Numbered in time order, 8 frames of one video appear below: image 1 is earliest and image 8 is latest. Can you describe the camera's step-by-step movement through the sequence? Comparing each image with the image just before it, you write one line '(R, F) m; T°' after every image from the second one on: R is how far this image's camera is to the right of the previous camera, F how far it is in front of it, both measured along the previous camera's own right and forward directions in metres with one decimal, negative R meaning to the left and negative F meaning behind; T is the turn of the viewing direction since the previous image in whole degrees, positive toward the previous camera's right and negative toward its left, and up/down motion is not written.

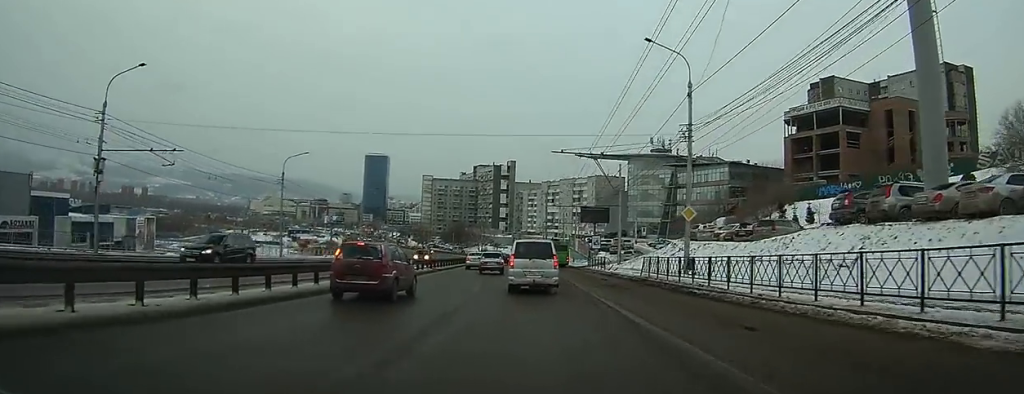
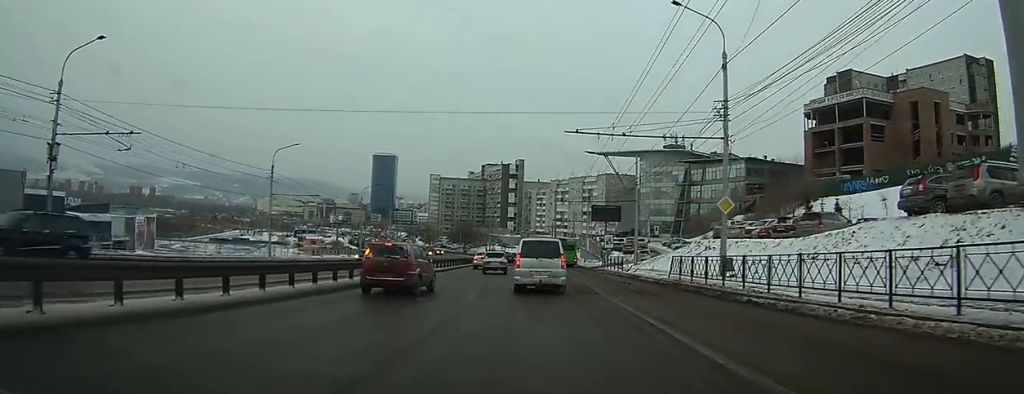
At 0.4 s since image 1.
(-0.1, +5.4) m; -1°
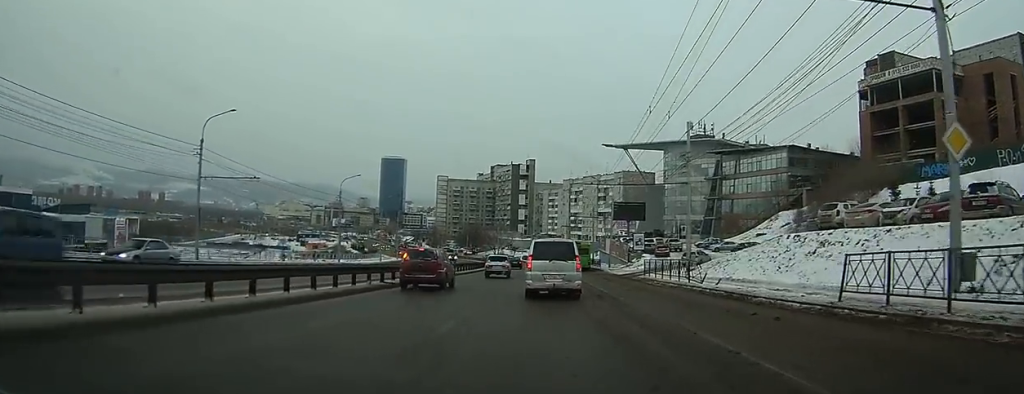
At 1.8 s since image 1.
(0.0, +16.3) m; 0°
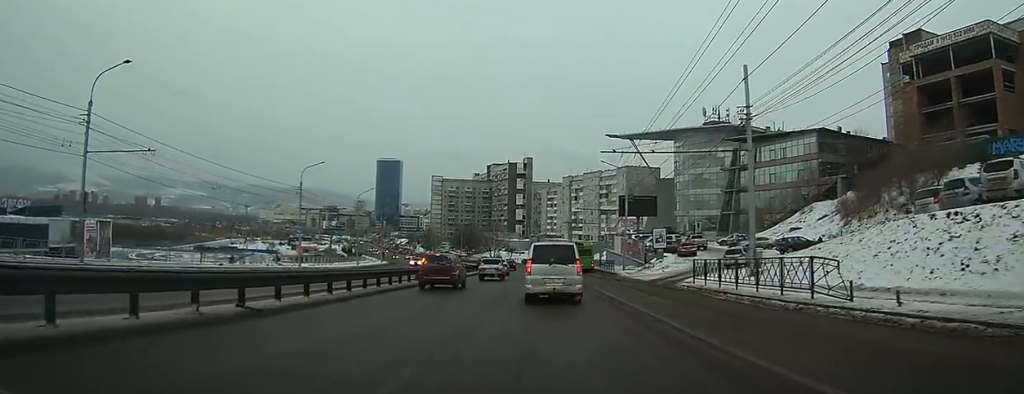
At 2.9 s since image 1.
(-0.1, +13.0) m; 0°
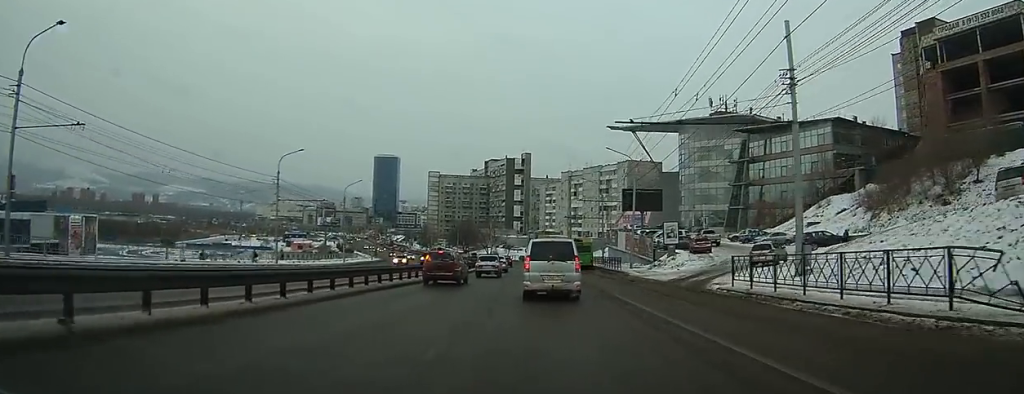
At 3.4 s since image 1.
(-0.1, +5.7) m; 0°
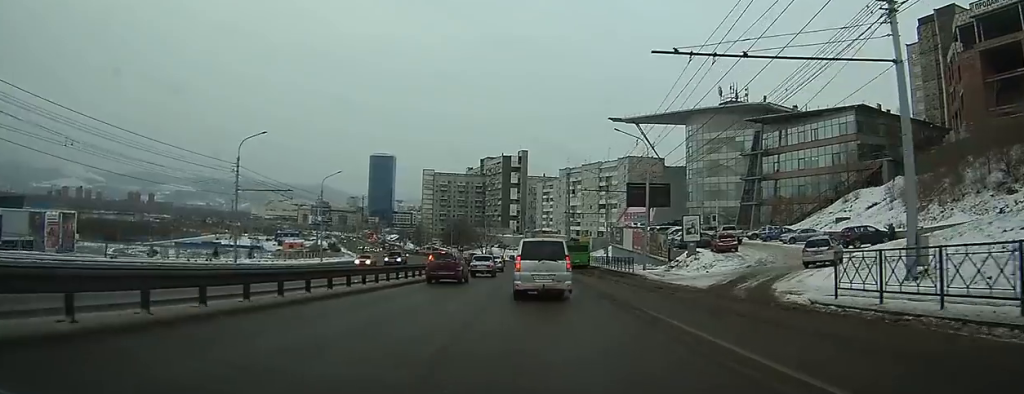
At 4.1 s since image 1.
(+0.1, +7.9) m; +1°
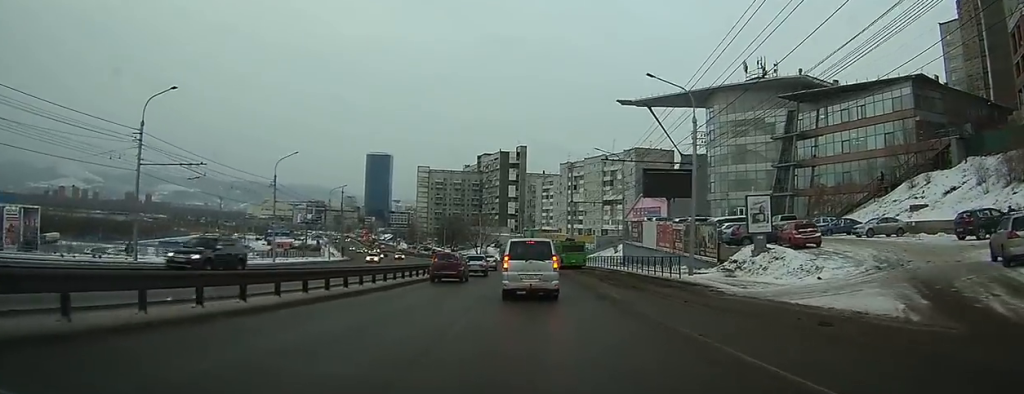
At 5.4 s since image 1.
(+0.1, +14.1) m; +1°
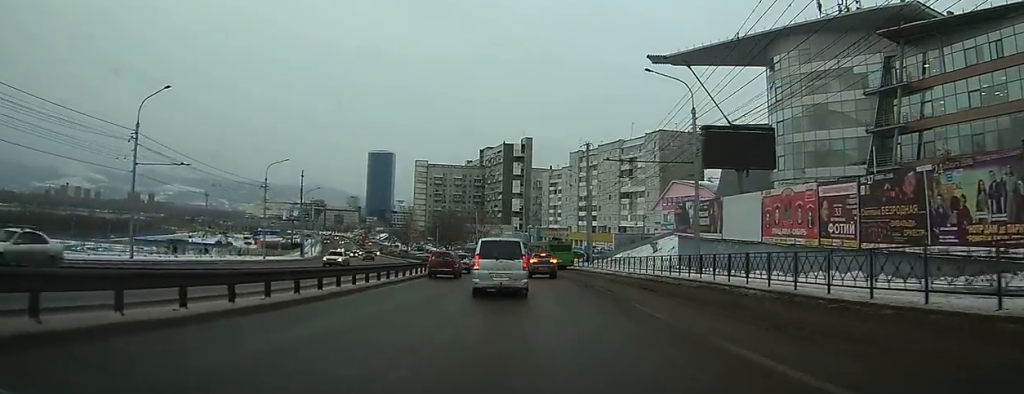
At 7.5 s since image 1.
(+0.1, +26.6) m; -1°
